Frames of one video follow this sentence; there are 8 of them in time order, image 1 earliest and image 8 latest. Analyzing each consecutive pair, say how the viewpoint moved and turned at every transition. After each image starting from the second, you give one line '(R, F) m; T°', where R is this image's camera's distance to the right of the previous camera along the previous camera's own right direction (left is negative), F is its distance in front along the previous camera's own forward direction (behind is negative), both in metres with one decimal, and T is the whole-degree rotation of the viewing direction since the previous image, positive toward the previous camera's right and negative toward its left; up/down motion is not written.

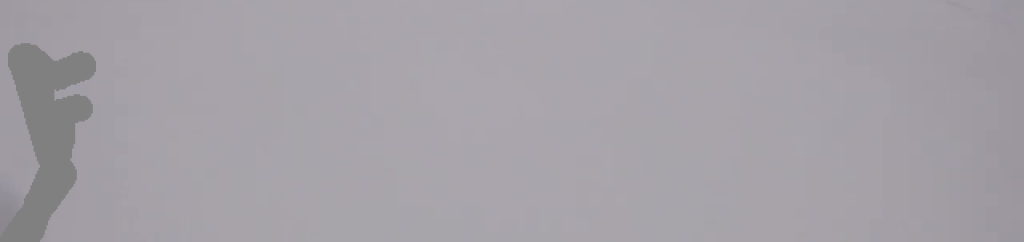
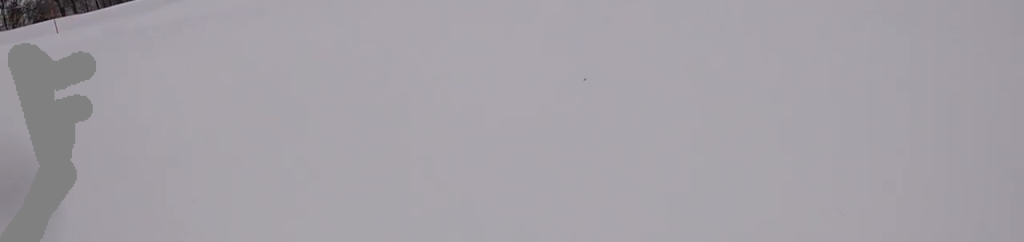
(+0.2, +6.8) m; +6°
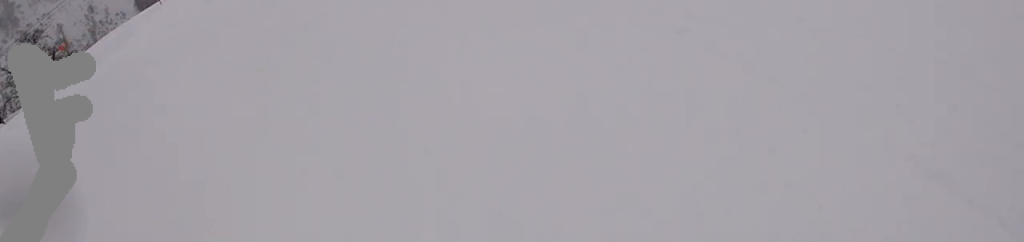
(+5.5, +16.8) m; +30°
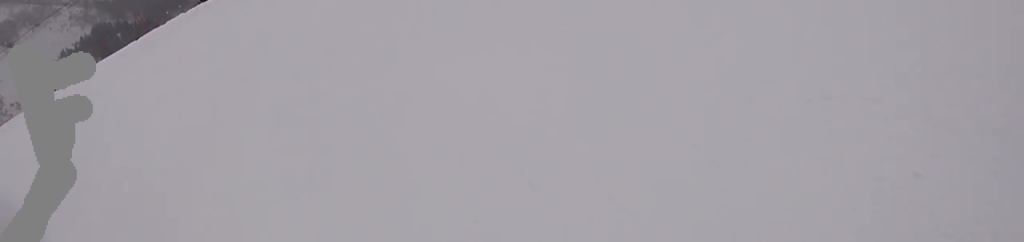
(-0.4, +5.3) m; -6°
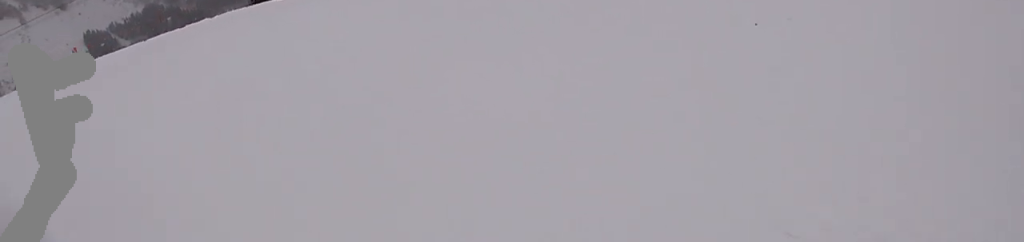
(+0.1, +4.4) m; -6°
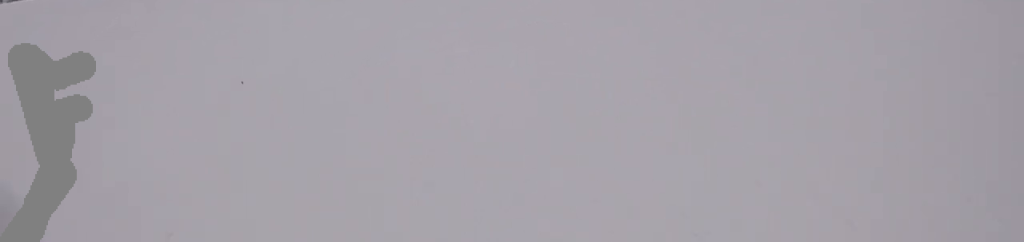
(-1.0, +7.7) m; -6°
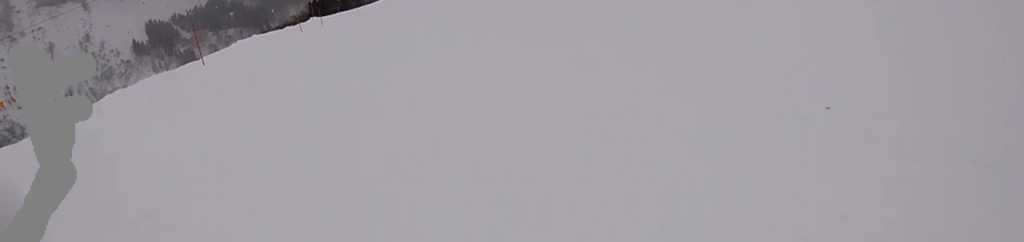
(+1.4, +17.4) m; +11°
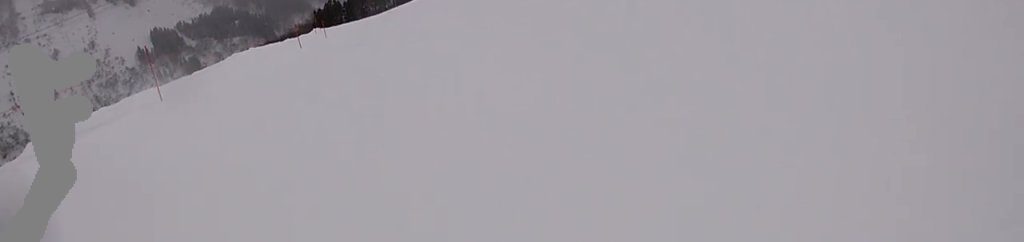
(+0.1, +5.4) m; +6°
